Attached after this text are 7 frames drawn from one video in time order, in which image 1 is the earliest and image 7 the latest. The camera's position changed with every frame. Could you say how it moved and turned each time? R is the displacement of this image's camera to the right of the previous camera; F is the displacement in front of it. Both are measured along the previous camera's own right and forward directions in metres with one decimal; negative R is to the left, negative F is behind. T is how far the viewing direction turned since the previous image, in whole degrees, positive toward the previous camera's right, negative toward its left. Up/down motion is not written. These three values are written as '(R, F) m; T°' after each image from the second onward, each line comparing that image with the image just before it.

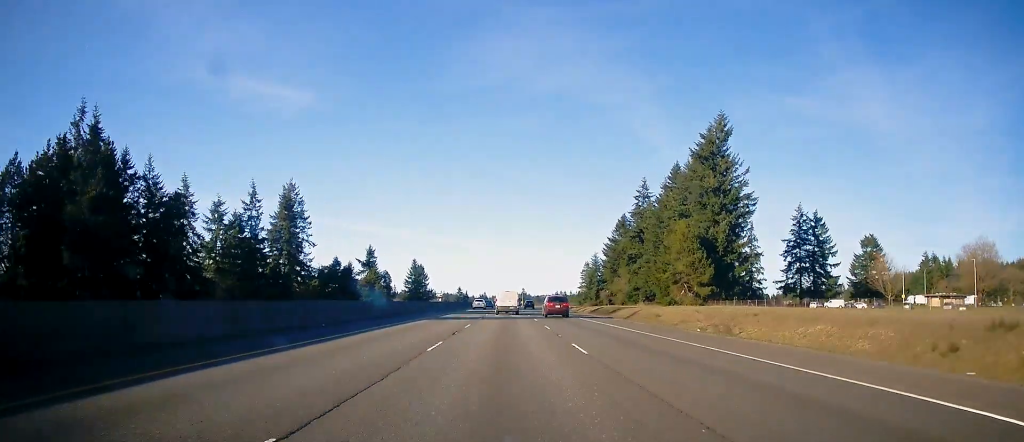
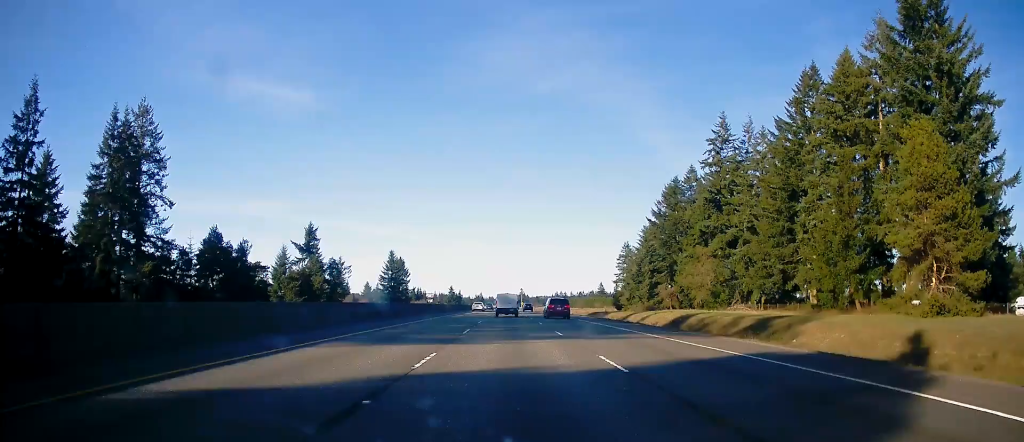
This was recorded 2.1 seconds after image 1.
(+0.2, +64.3) m; 0°
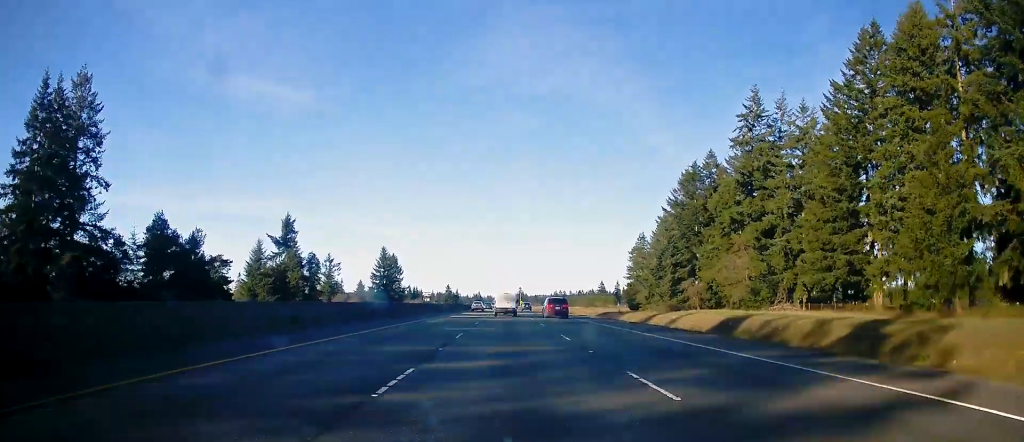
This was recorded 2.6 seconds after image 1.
(0.0, +15.3) m; 0°
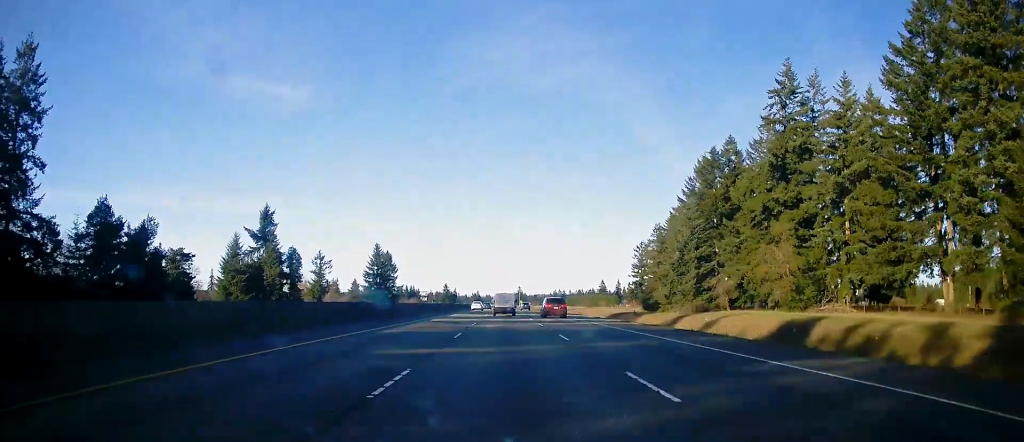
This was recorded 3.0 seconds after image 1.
(0.0, +12.2) m; 0°
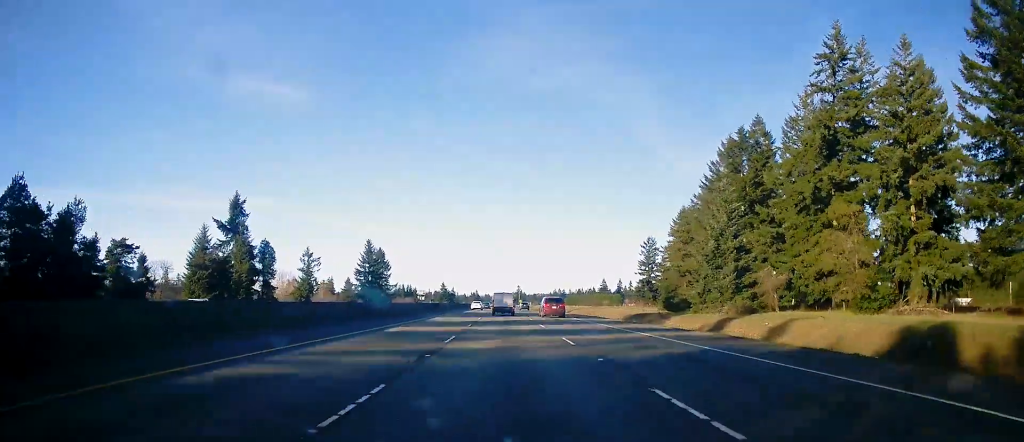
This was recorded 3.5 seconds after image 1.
(0.0, +14.3) m; 0°
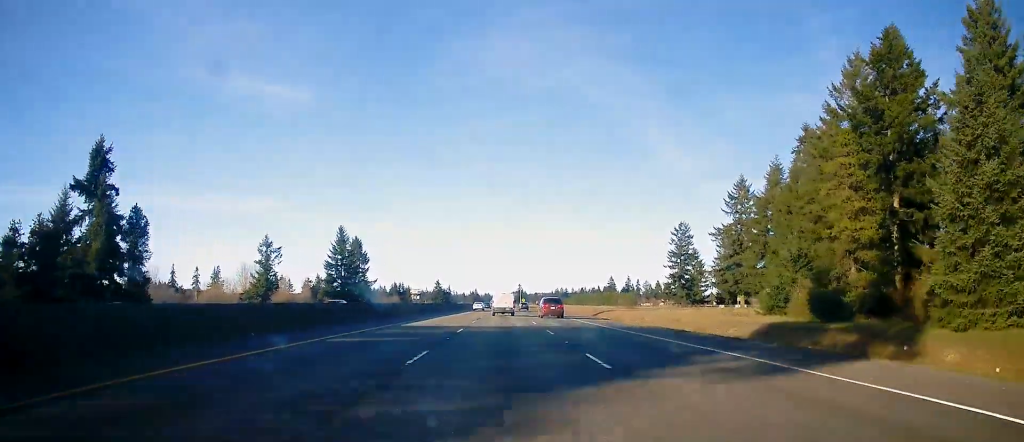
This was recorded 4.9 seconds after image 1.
(0.0, +42.9) m; 0°
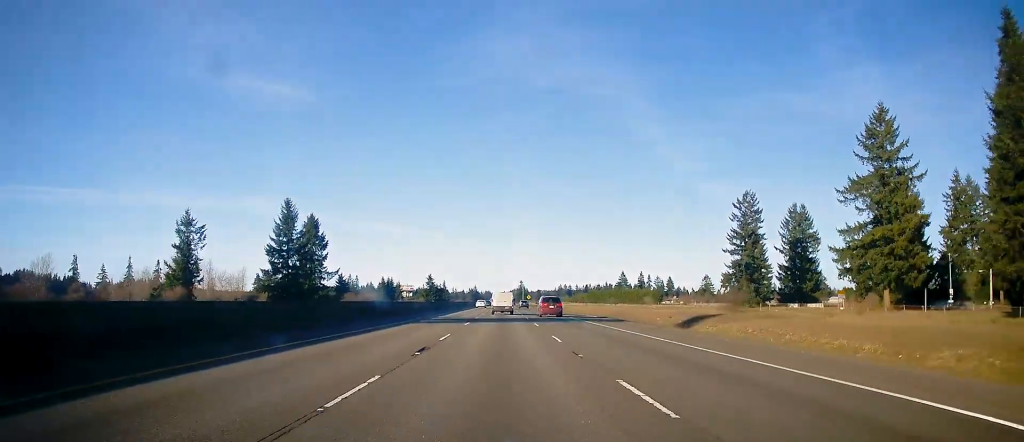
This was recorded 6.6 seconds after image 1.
(0.0, +53.3) m; 0°
